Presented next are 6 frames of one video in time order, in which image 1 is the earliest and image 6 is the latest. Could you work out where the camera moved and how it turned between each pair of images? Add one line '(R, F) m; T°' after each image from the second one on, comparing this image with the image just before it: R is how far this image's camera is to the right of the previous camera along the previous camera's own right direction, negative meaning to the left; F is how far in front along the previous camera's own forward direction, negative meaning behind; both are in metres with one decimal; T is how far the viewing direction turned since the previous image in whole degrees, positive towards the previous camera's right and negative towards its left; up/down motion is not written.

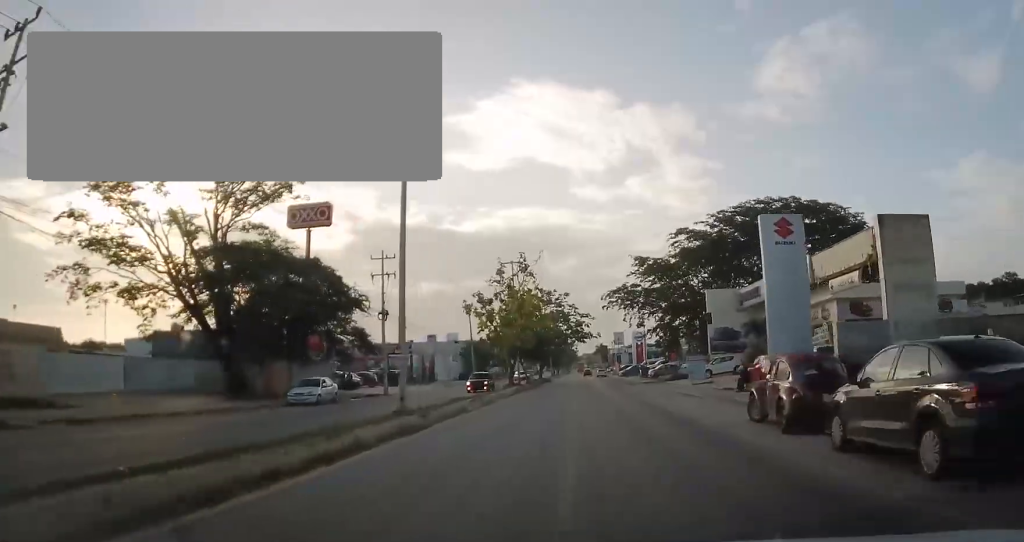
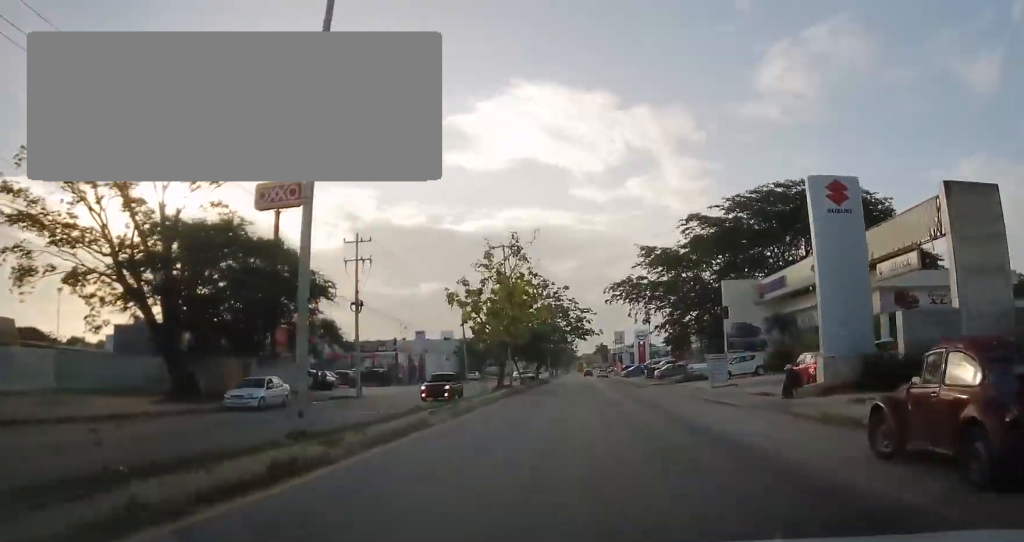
(0.0, +5.7) m; 0°
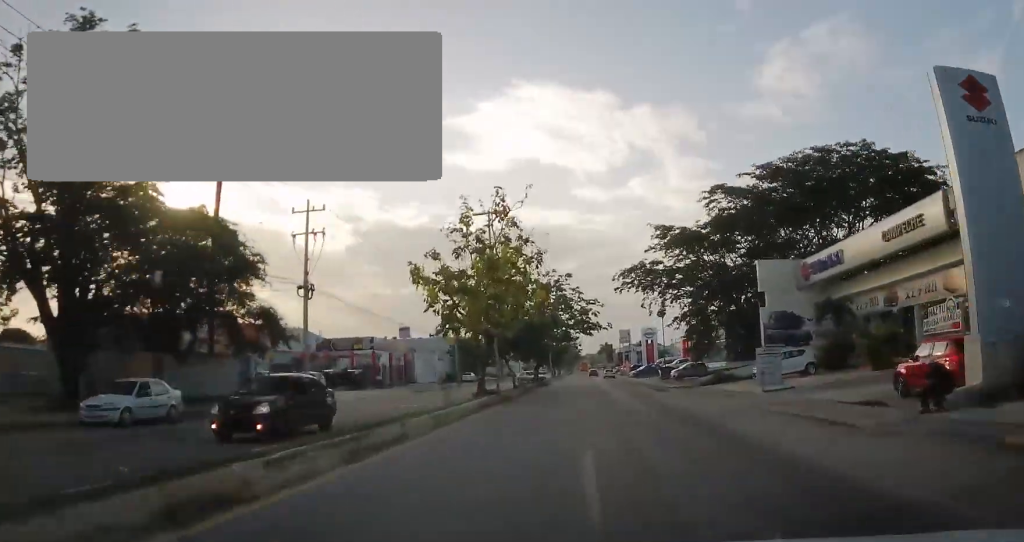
(0.0, +8.3) m; +1°
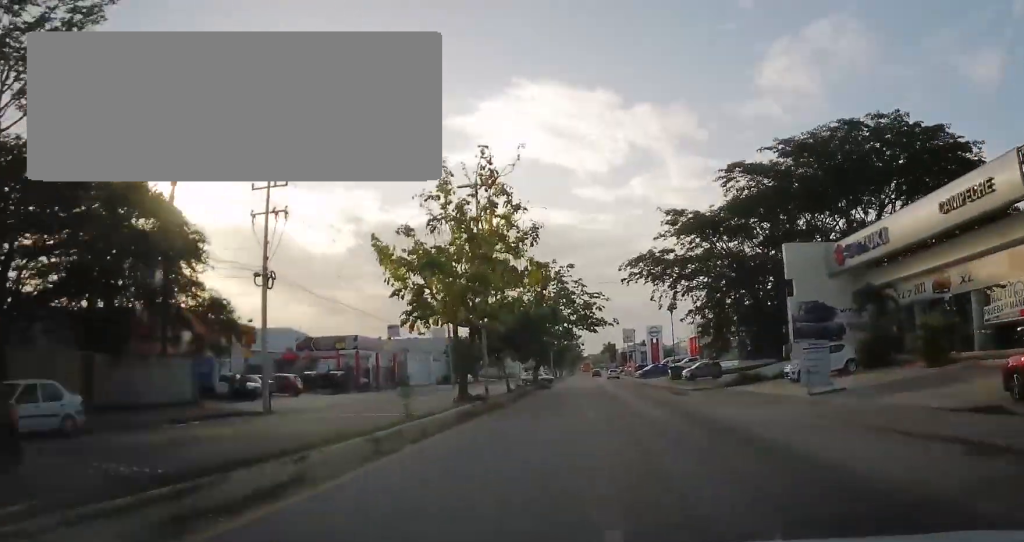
(0.0, +4.8) m; 0°
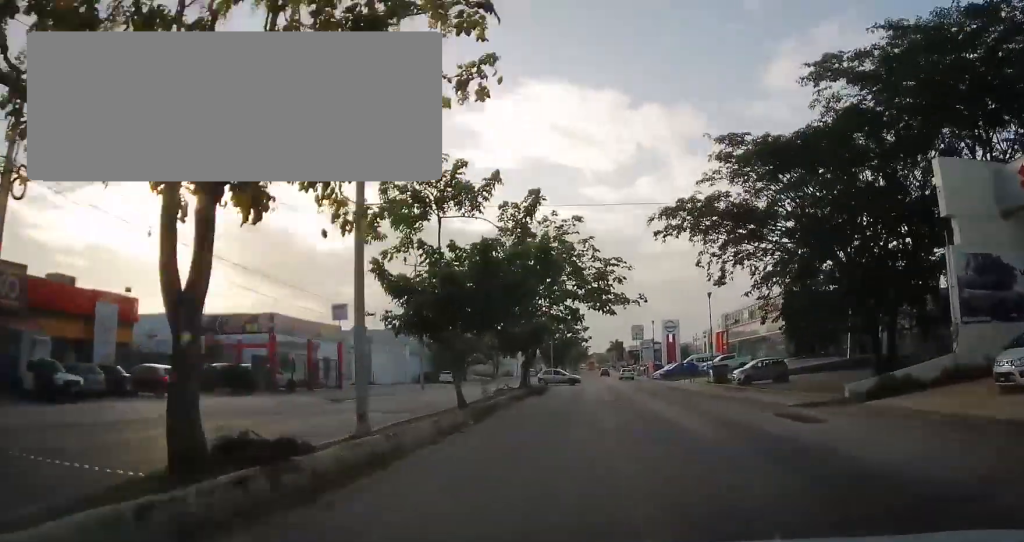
(0.0, +15.3) m; -1°
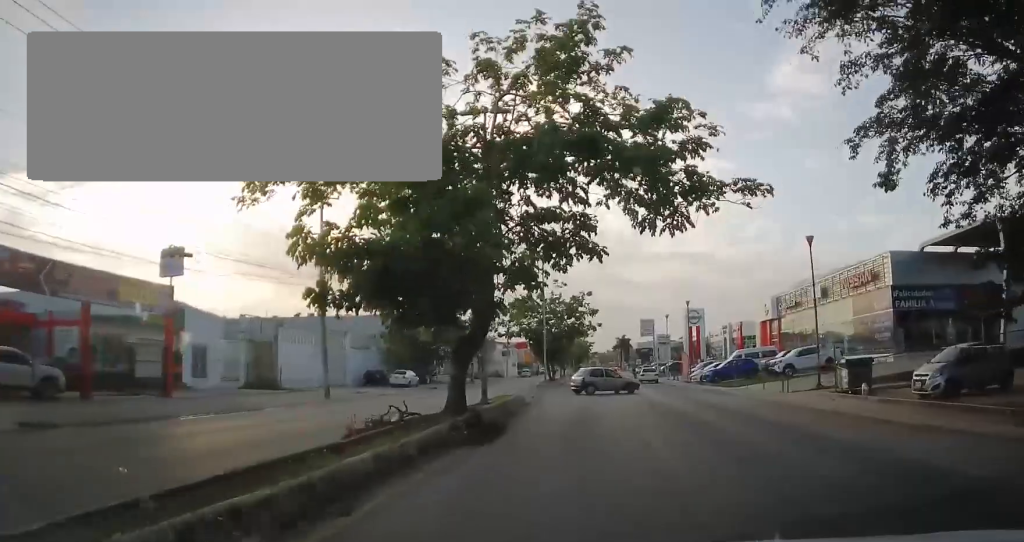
(-0.4, +21.2) m; 0°
